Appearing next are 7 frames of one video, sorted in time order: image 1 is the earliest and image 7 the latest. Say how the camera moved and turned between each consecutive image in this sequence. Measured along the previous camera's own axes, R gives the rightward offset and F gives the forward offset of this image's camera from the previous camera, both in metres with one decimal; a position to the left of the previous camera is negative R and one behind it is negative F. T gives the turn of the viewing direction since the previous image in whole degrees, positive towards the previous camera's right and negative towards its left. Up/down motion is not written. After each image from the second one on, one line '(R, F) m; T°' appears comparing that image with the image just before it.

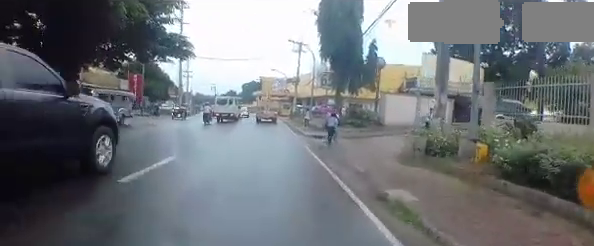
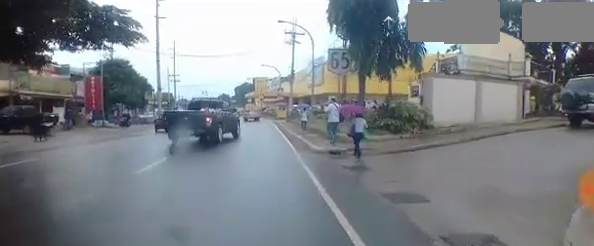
(-0.4, +7.4) m; -5°
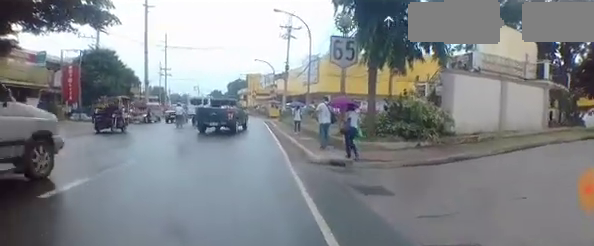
(0.0, +2.4) m; +1°
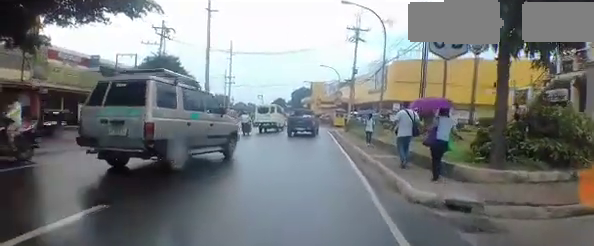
(+0.1, +3.3) m; +5°
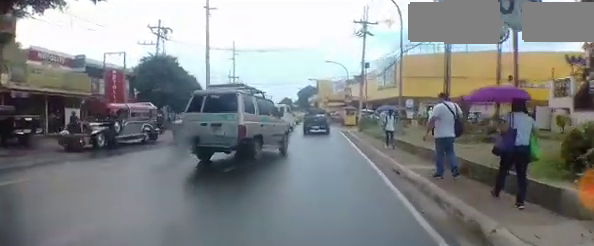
(+0.1, +2.2) m; -1°
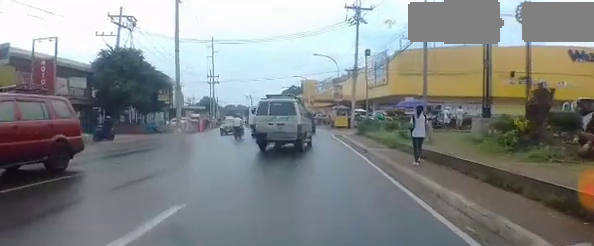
(-0.3, +4.6) m; -7°
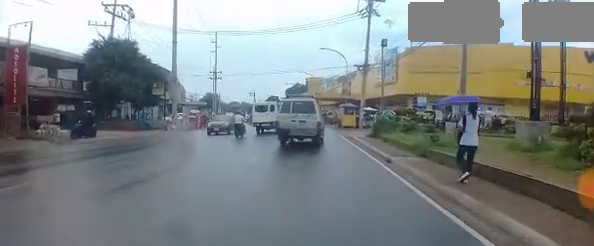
(0.0, +2.5) m; -3°
